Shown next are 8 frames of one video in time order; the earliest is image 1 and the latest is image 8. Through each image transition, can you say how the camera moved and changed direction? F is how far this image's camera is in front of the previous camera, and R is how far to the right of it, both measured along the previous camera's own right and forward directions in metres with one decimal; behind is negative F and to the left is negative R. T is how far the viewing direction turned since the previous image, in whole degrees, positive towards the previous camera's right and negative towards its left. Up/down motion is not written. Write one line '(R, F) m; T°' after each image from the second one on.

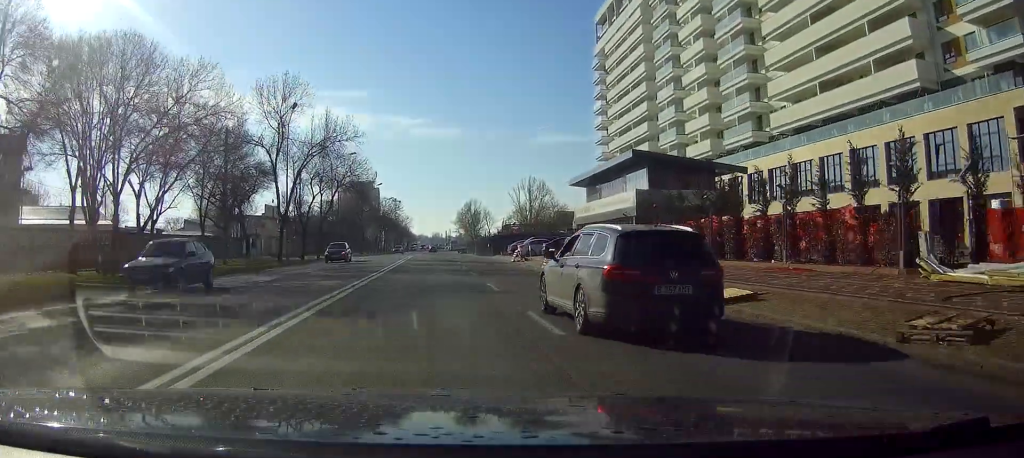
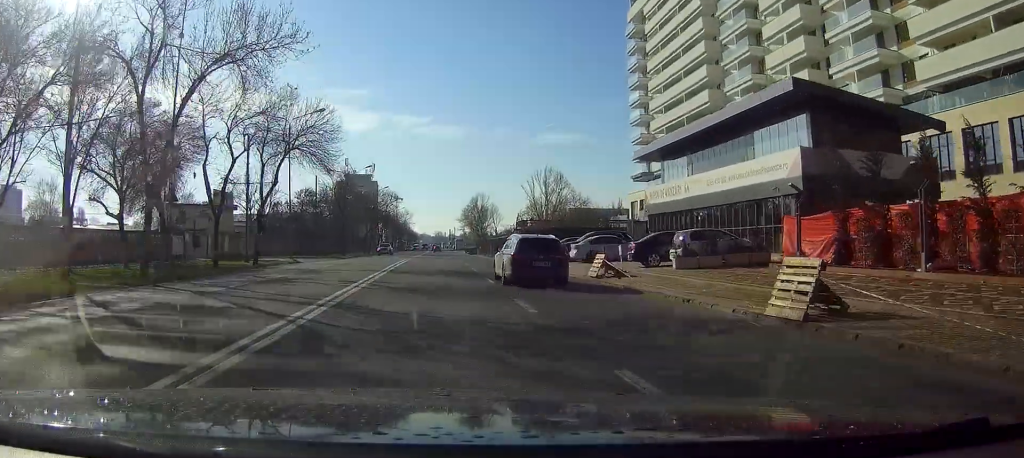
(-0.1, +24.1) m; 0°
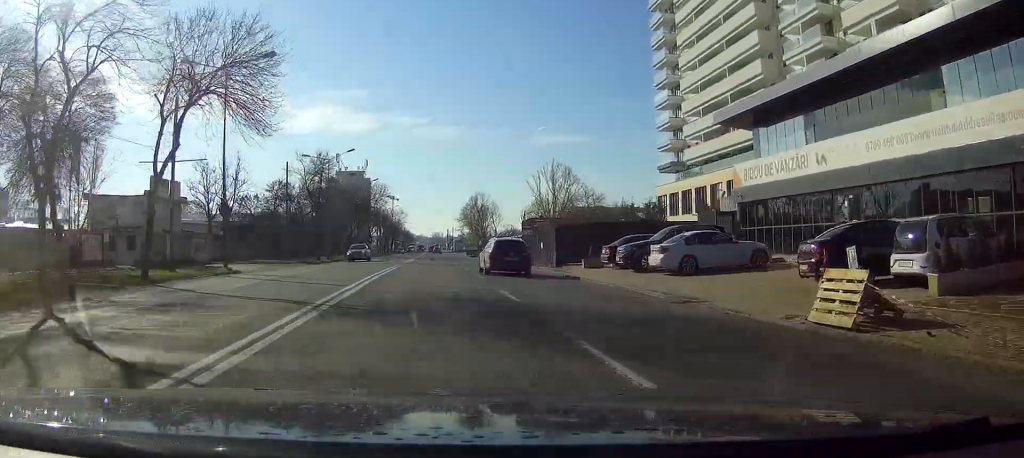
(0.0, +16.0) m; 0°
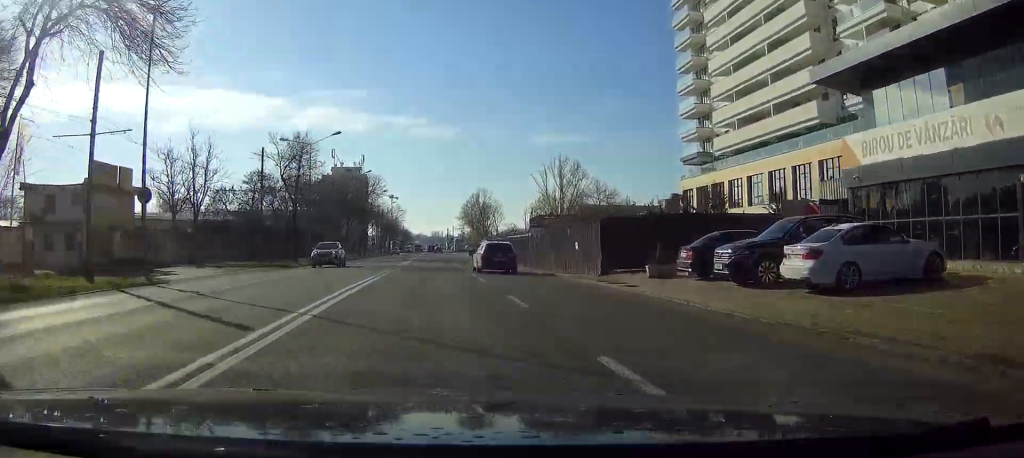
(0.0, +10.4) m; 0°
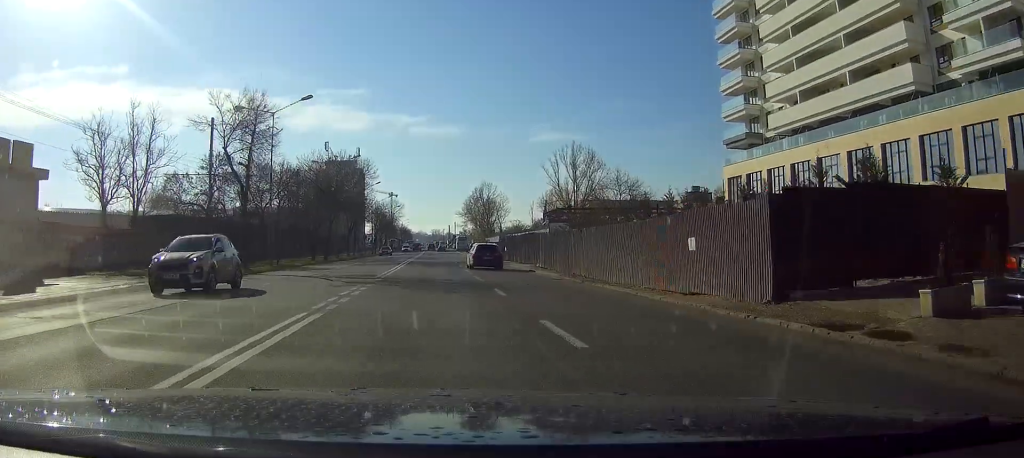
(-0.1, +14.5) m; 0°
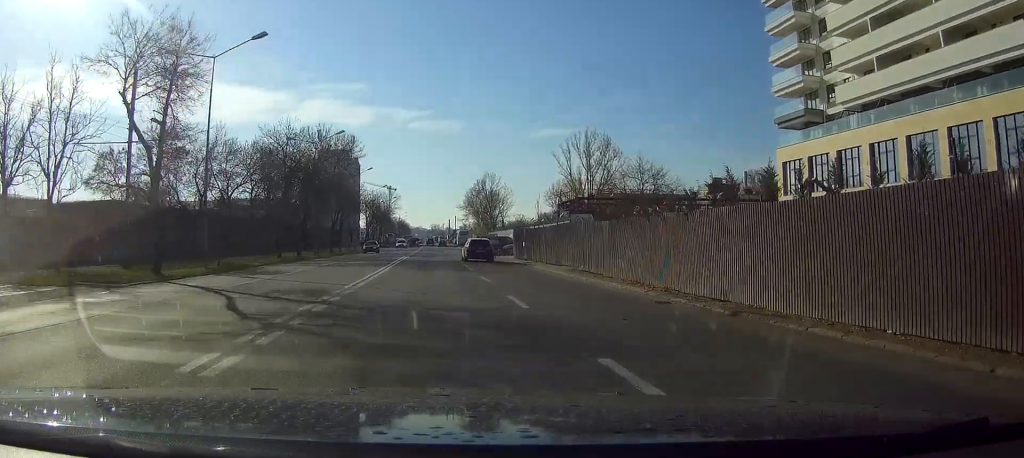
(0.0, +13.4) m; 0°
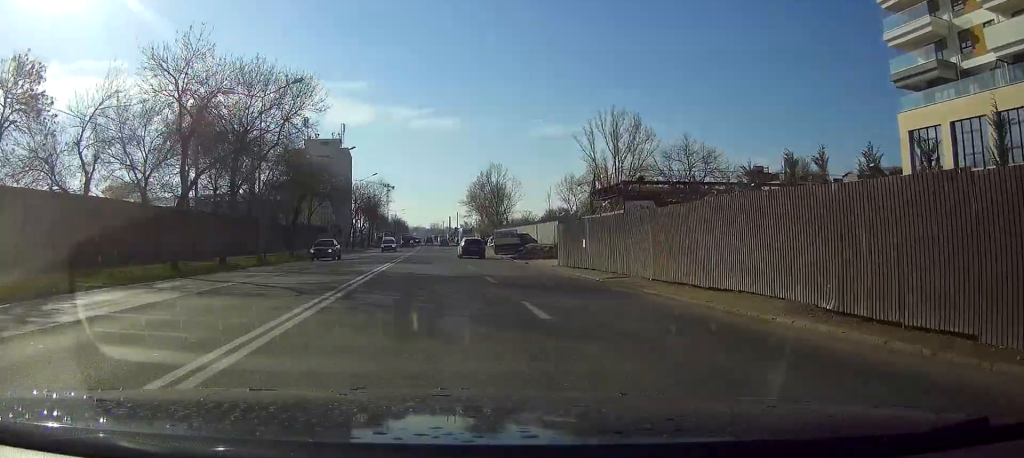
(-0.1, +20.3) m; 0°
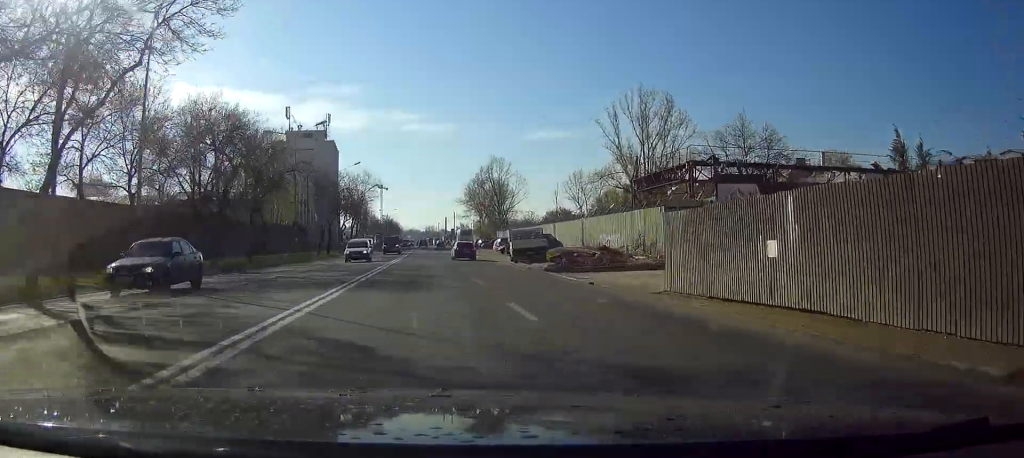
(+0.1, +17.6) m; +1°
